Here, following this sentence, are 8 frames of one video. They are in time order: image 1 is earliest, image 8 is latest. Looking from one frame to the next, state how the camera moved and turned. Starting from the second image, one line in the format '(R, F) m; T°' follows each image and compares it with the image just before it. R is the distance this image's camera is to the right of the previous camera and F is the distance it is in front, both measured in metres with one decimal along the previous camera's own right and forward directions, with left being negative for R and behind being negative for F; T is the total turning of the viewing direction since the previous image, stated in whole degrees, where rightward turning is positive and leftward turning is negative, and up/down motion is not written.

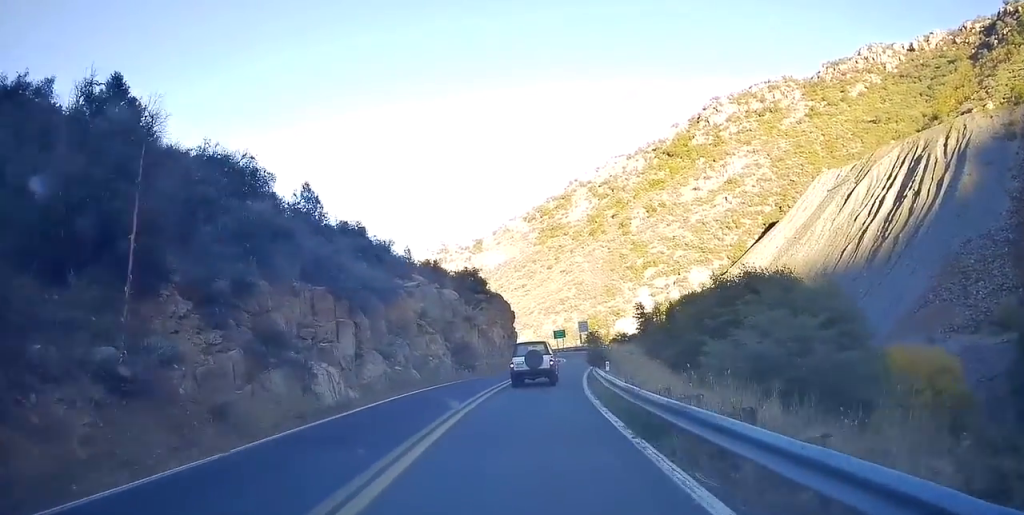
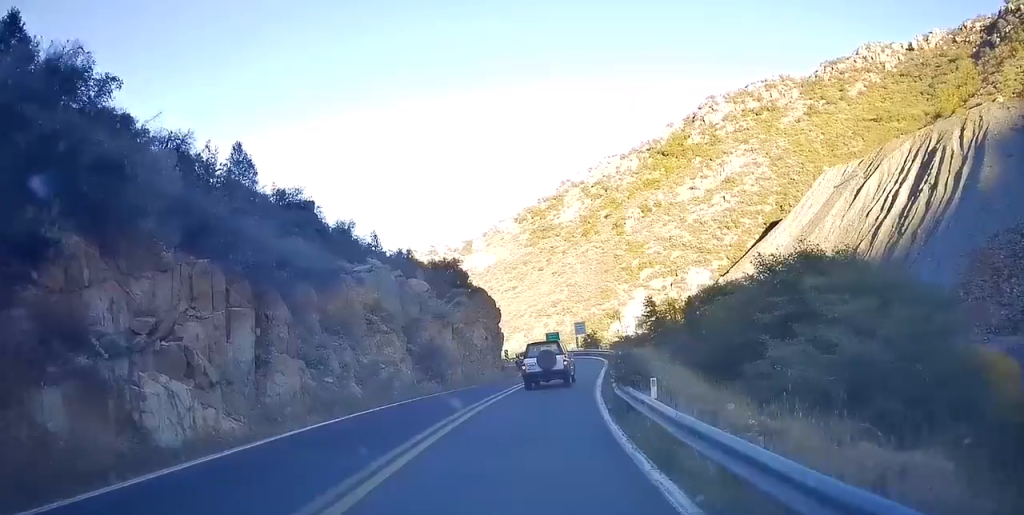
(-0.2, +9.0) m; +2°
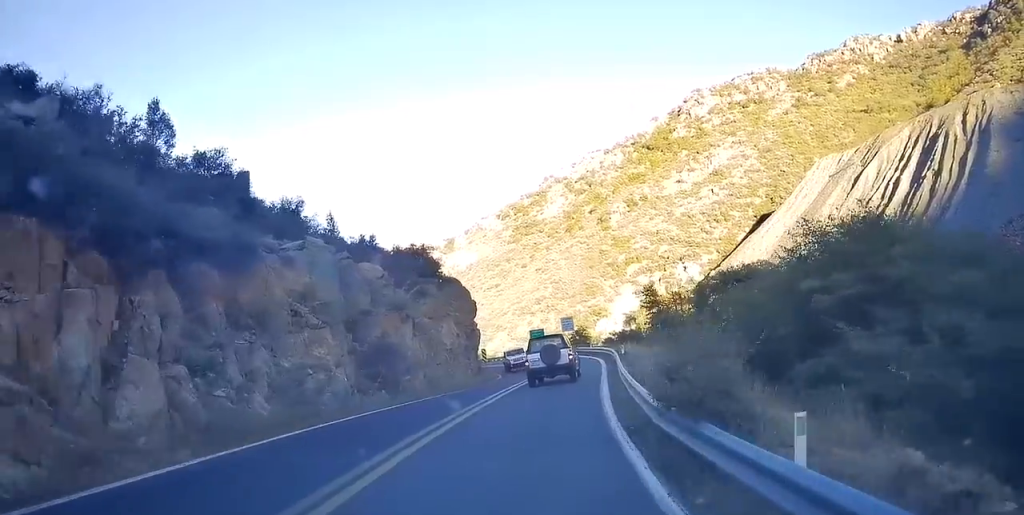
(+0.1, +6.6) m; +2°
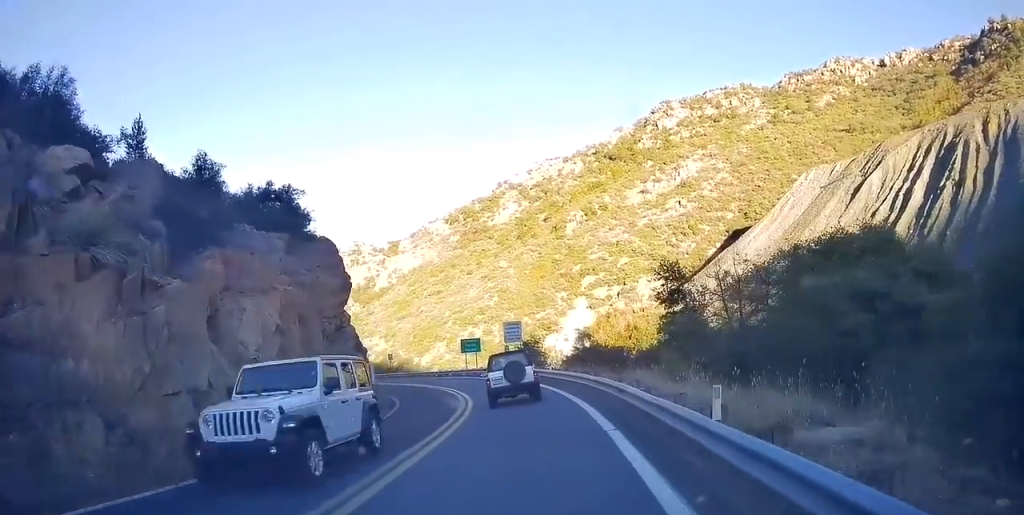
(+0.8, +18.5) m; +3°
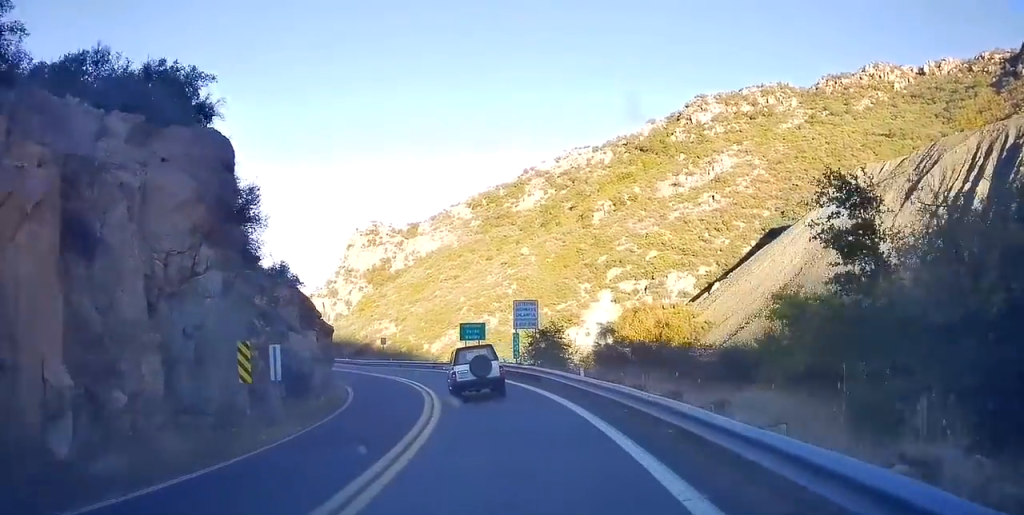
(+0.1, +11.3) m; -3°
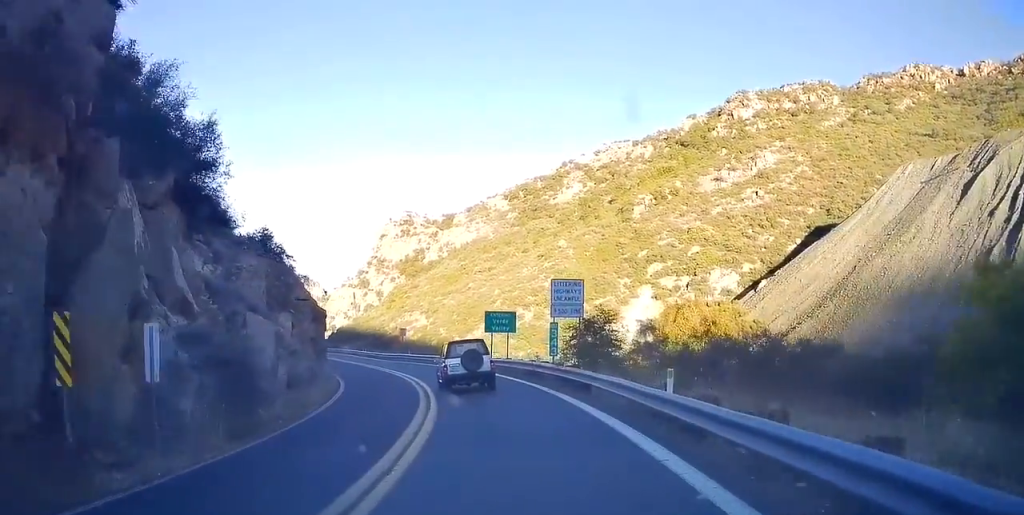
(-0.4, +7.0) m; -4°
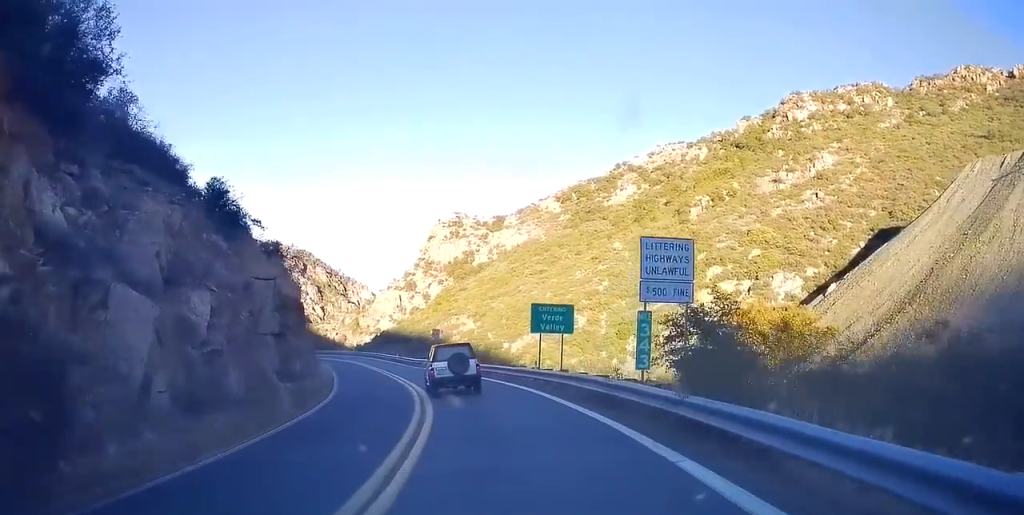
(-0.4, +9.1) m; -4°
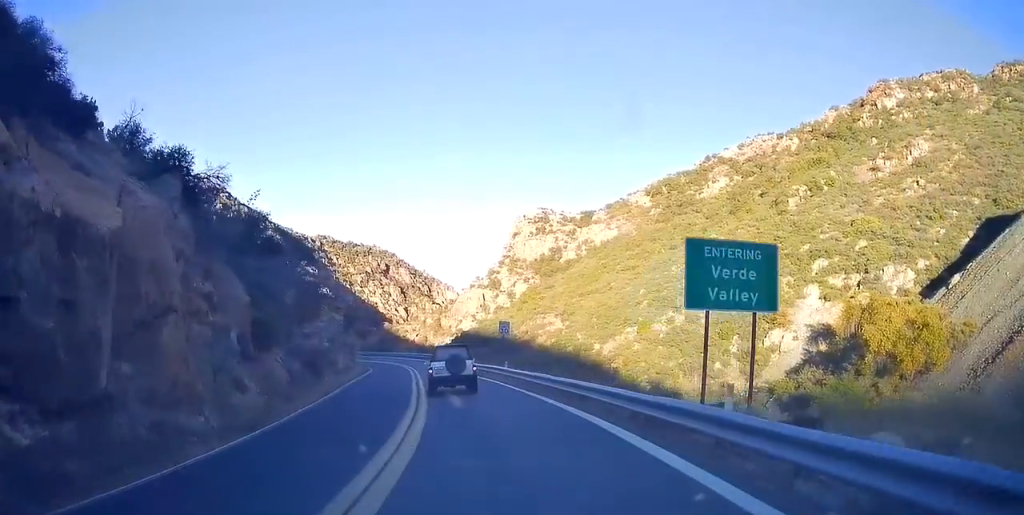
(-0.6, +14.4) m; -6°
